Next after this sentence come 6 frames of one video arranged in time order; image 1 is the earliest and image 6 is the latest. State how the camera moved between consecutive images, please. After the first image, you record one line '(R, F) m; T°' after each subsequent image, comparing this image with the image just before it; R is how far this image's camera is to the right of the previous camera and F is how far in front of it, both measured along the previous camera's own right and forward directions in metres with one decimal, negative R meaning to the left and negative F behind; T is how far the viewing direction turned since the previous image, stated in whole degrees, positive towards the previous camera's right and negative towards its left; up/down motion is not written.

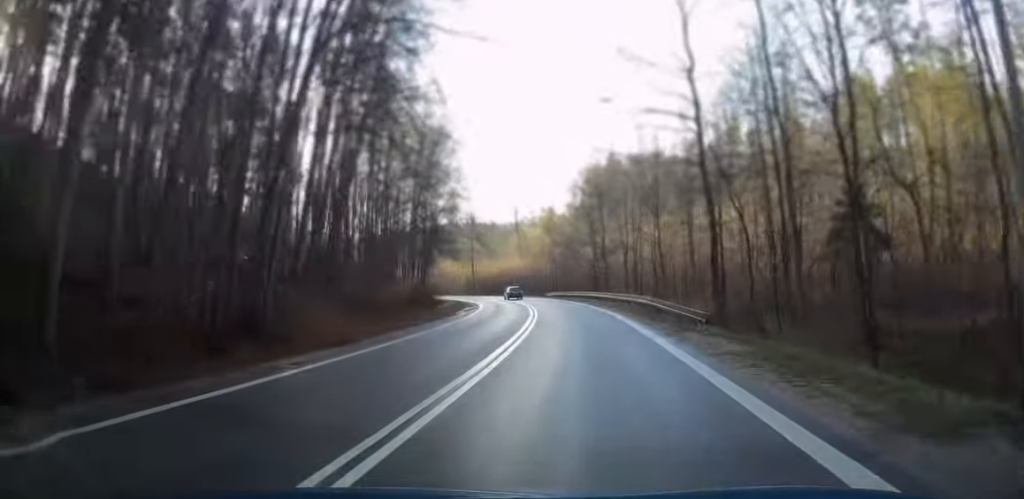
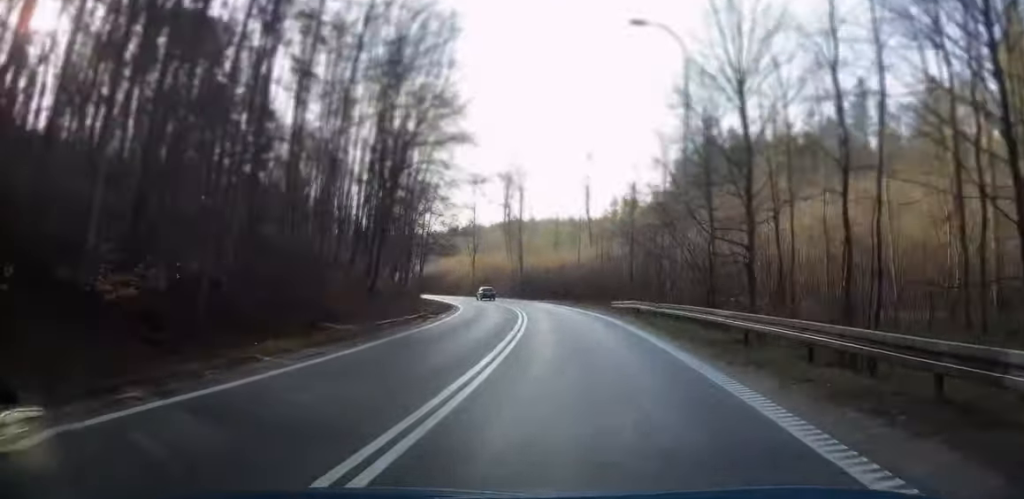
(-2.3, +40.8) m; -6°
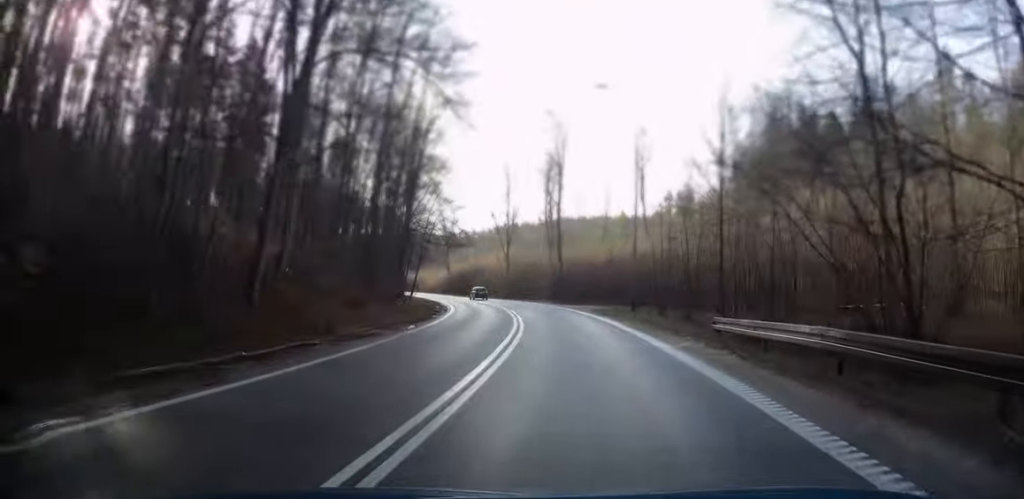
(-0.6, +20.9) m; -5°
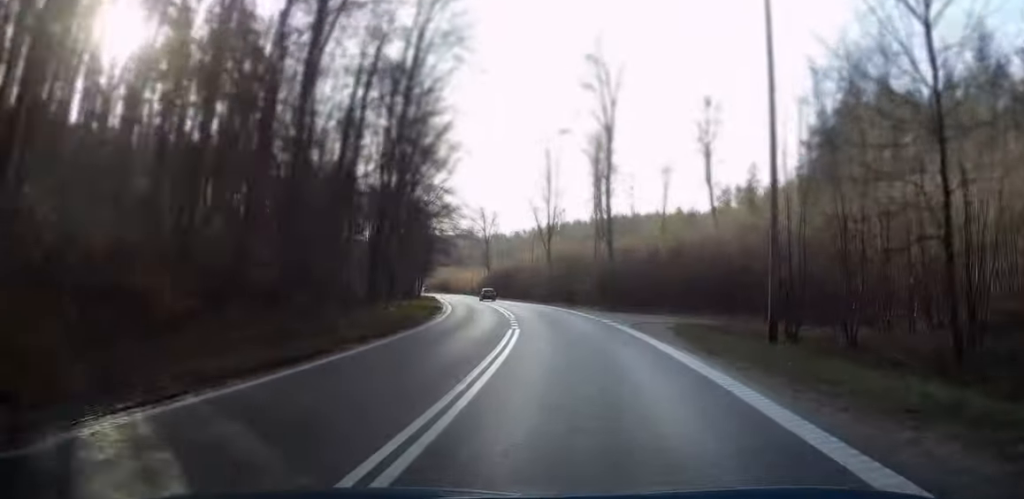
(-0.9, +18.8) m; -5°
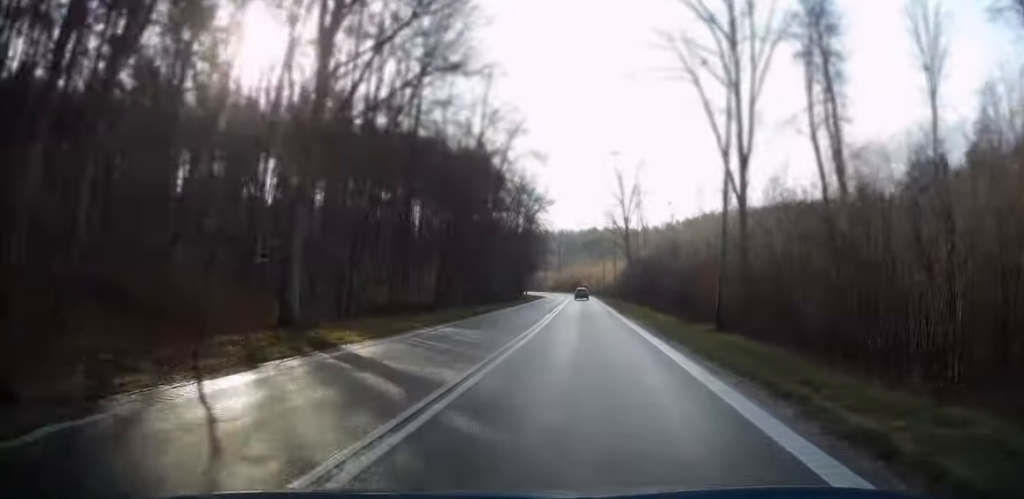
(-6.4, +53.8) m; -12°
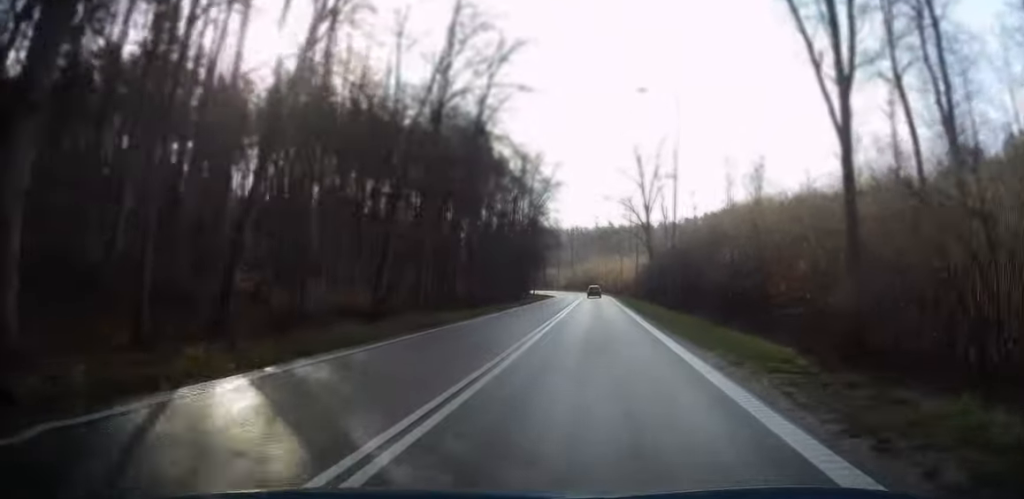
(-0.3, +15.8) m; -2°
